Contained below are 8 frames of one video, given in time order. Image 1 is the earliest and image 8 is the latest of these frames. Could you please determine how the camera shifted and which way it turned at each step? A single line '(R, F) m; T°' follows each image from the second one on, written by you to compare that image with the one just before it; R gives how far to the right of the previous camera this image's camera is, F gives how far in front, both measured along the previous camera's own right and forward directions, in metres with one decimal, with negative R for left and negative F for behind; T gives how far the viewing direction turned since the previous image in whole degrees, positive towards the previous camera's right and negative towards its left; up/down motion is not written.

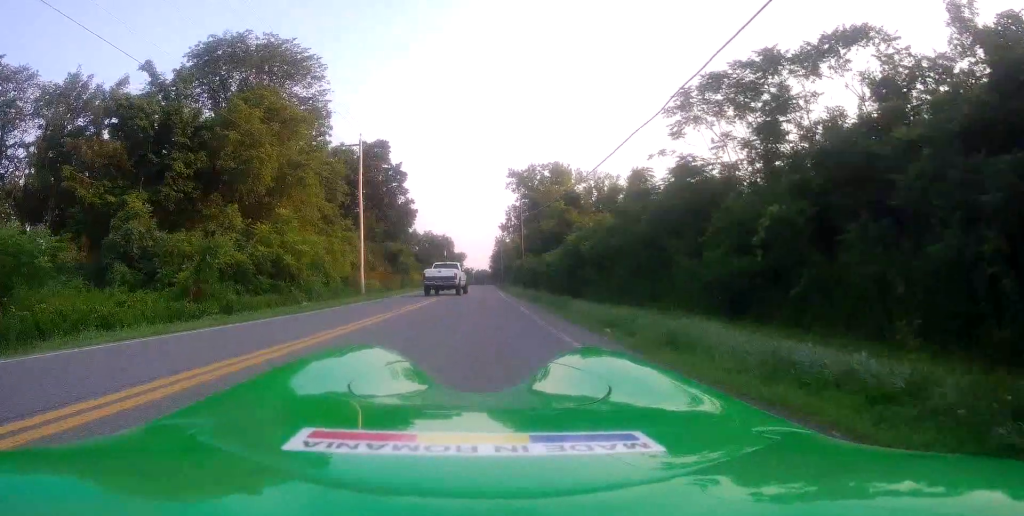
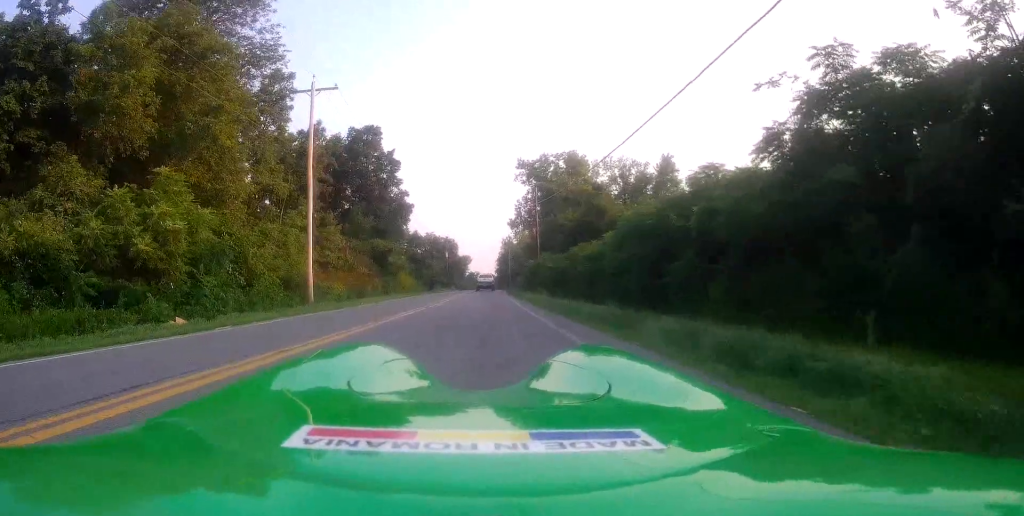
(-0.5, +12.9) m; 0°
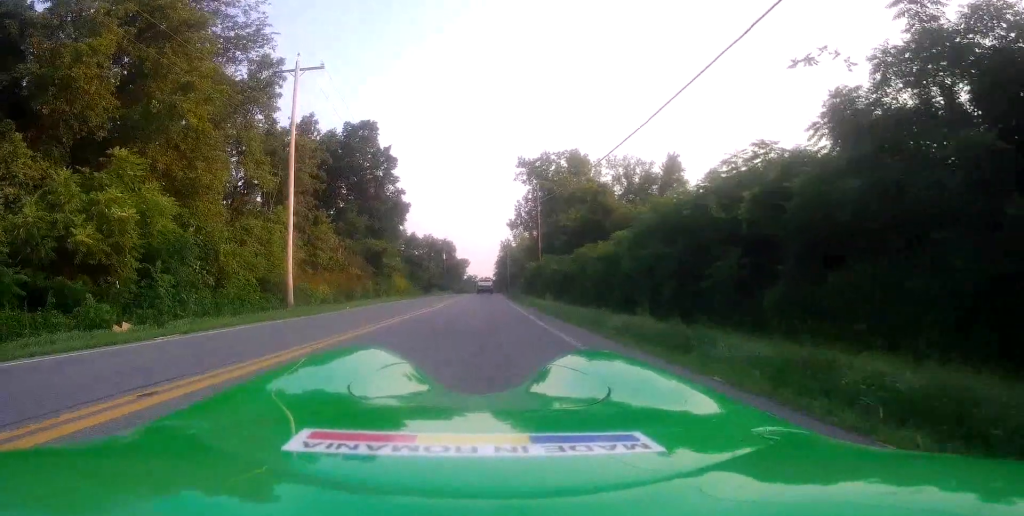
(+0.2, +2.6) m; 0°
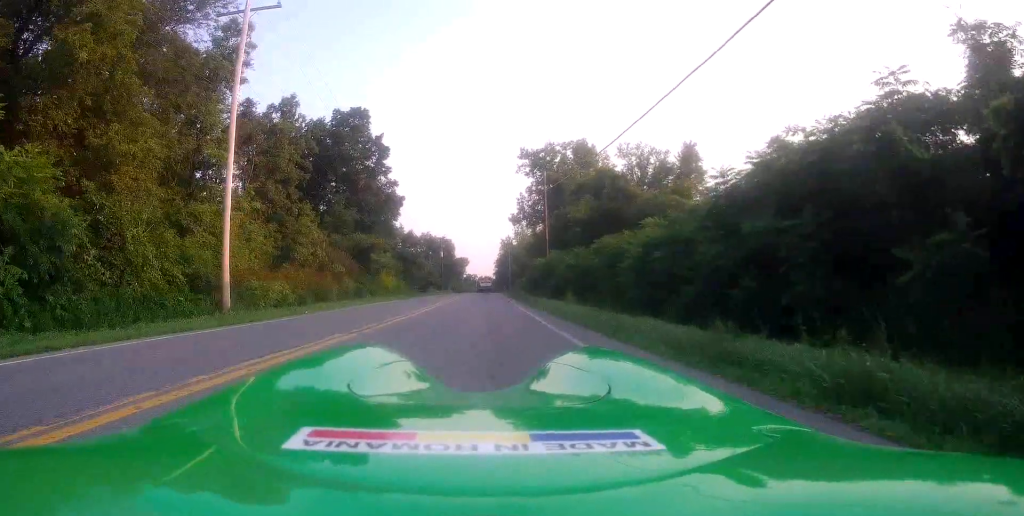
(-0.1, +6.2) m; -2°
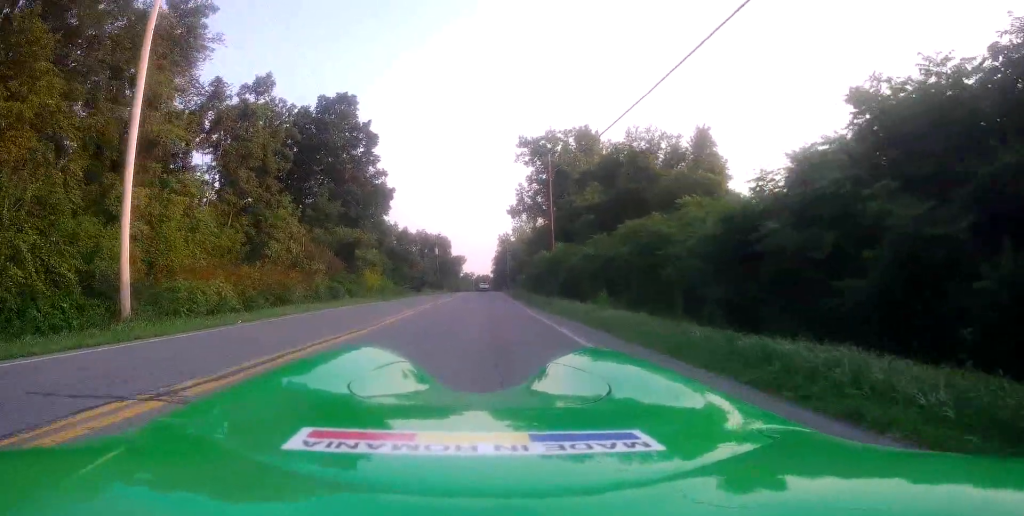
(-0.1, +5.4) m; -3°
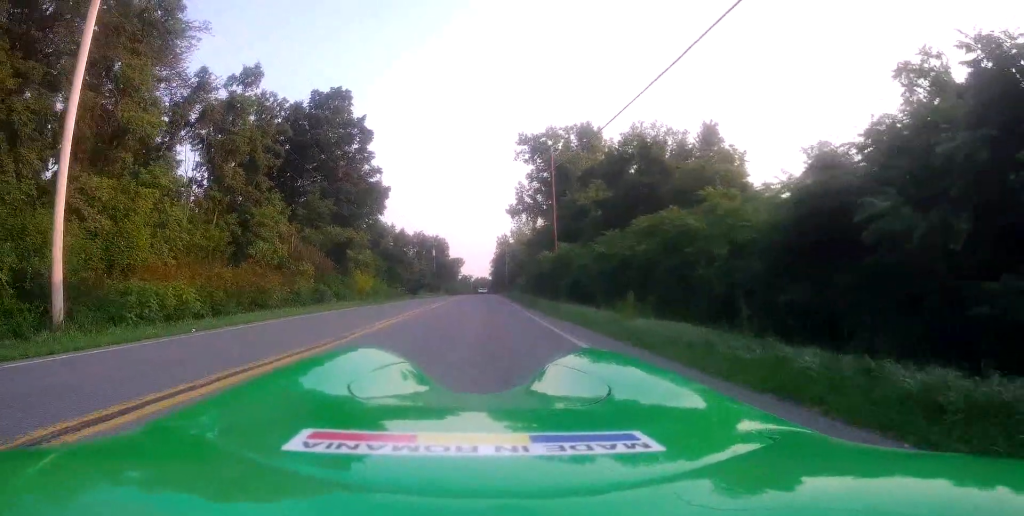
(-0.1, +2.4) m; +1°
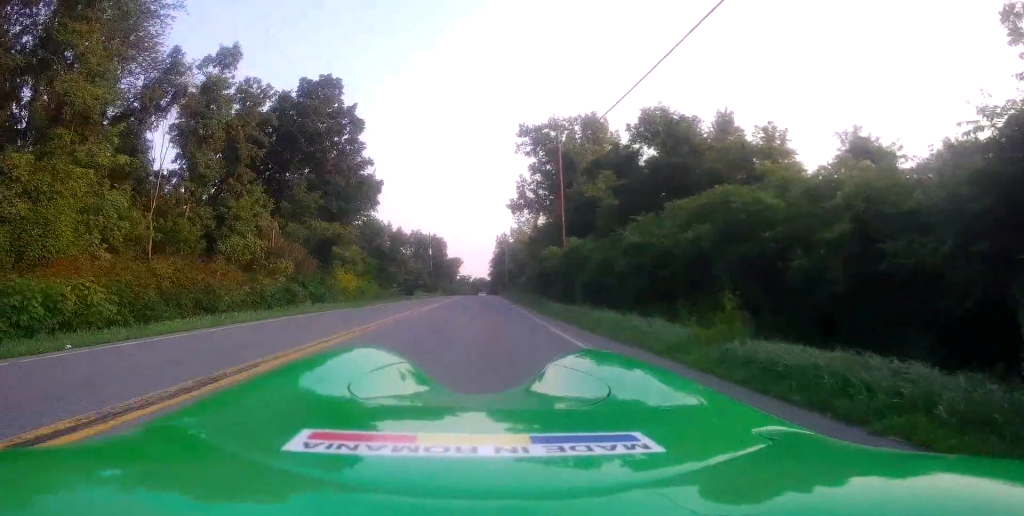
(0.0, +4.3) m; +3°
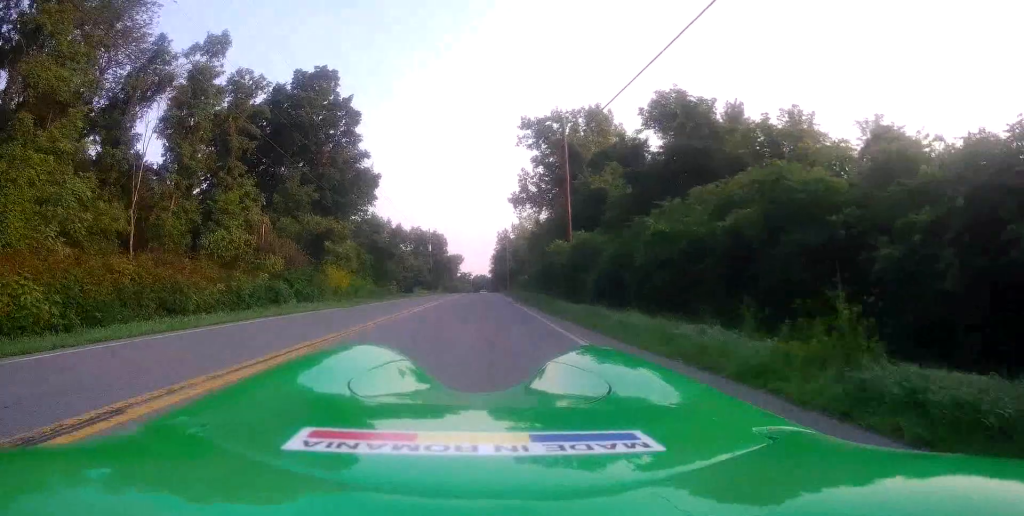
(+0.2, +2.1) m; +1°
